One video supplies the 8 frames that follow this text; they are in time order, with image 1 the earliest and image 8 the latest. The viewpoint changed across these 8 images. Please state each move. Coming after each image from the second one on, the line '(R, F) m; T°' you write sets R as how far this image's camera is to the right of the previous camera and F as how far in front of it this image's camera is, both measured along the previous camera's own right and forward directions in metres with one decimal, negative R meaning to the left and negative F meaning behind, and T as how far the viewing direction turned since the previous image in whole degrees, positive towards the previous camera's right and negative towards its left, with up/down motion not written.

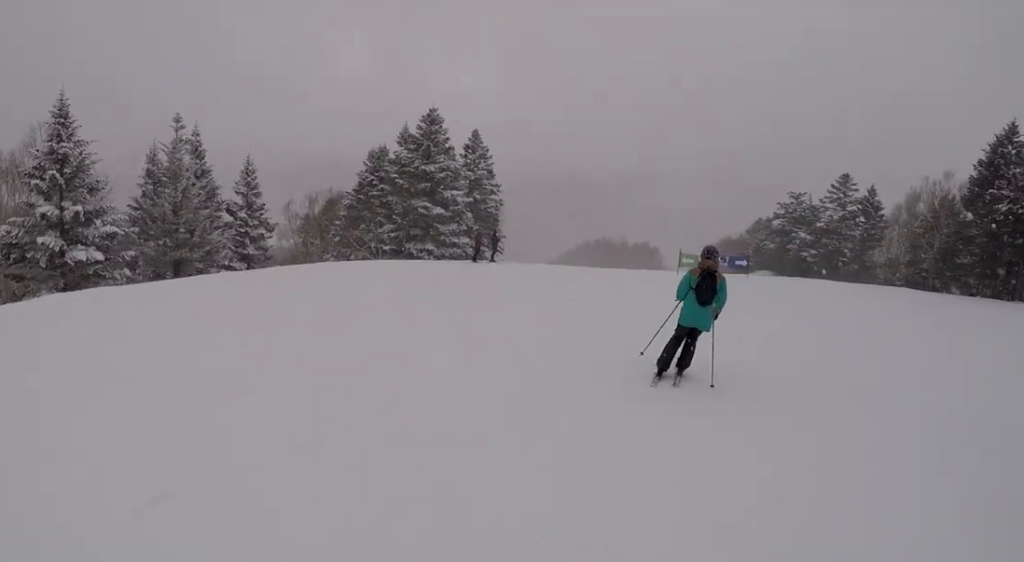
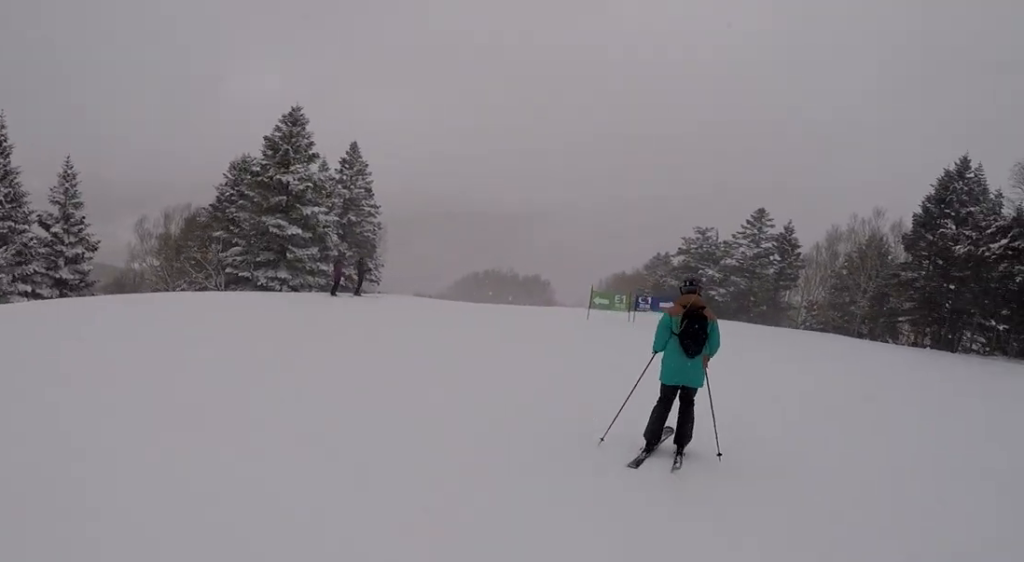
(-0.7, +7.1) m; +3°
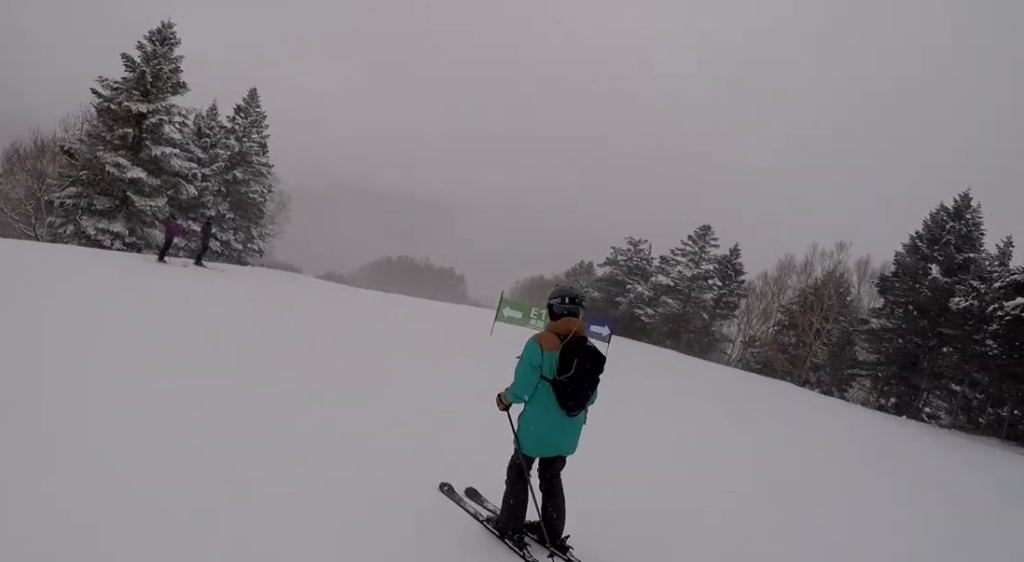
(+1.1, +6.4) m; +5°
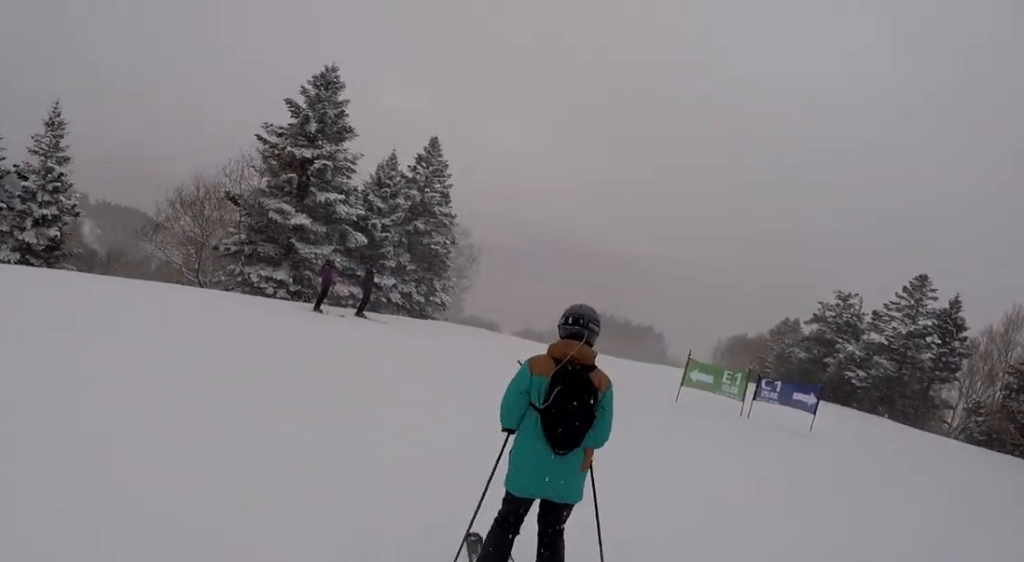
(-0.2, +2.2) m; -2°
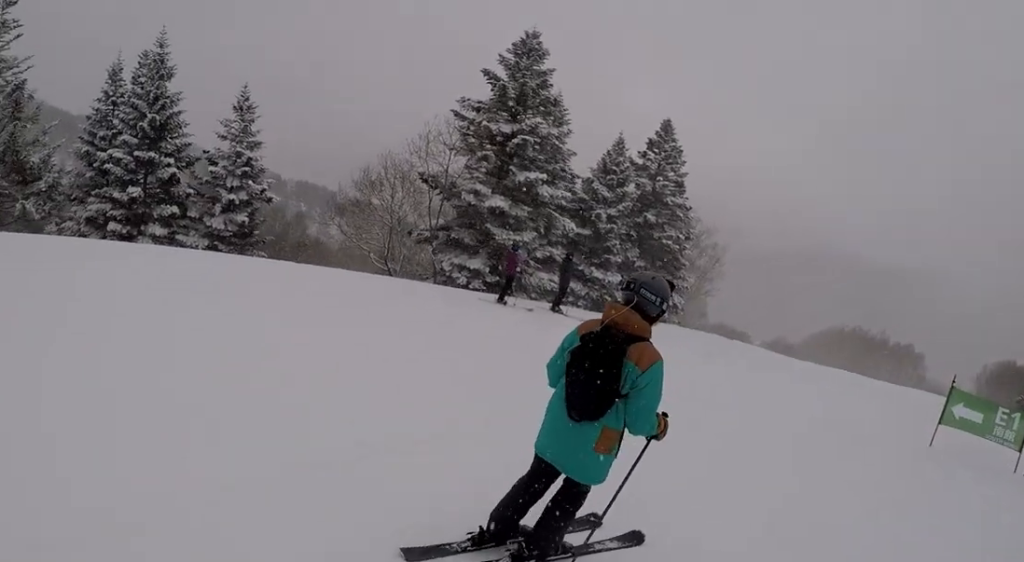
(-0.1, +3.4) m; -1°
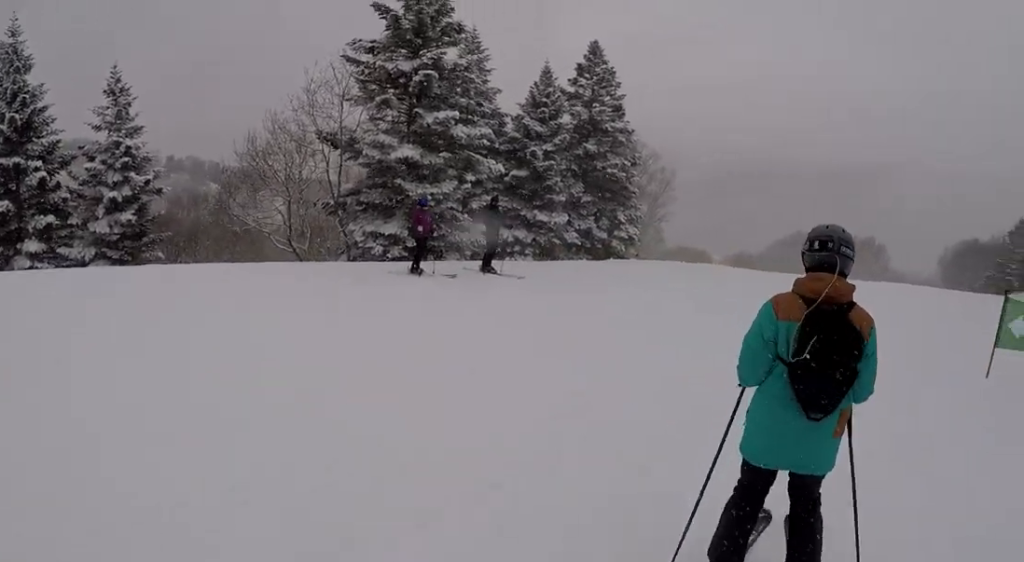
(-0.1, +3.9) m; +6°
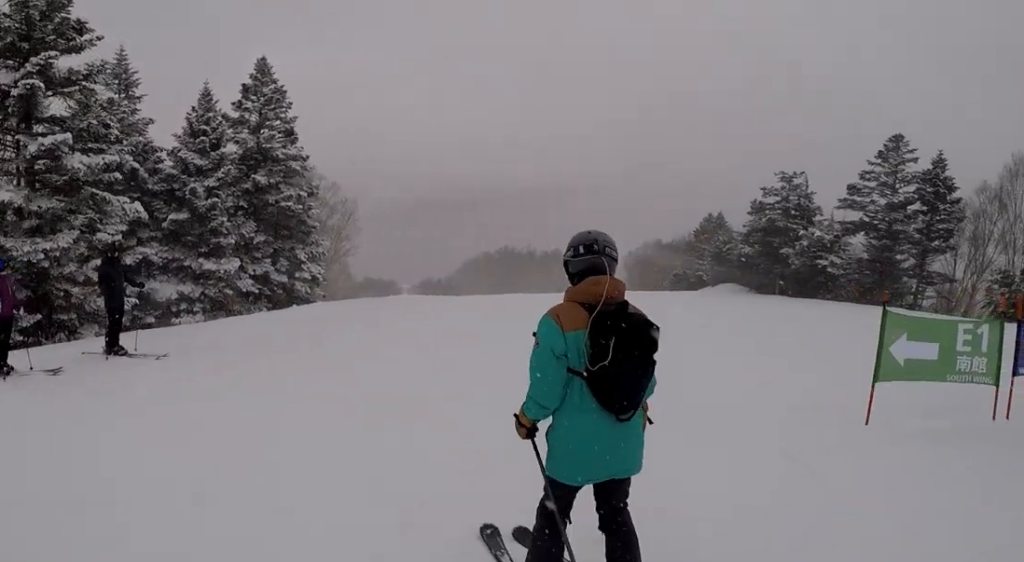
(+0.6, +4.2) m; +10°
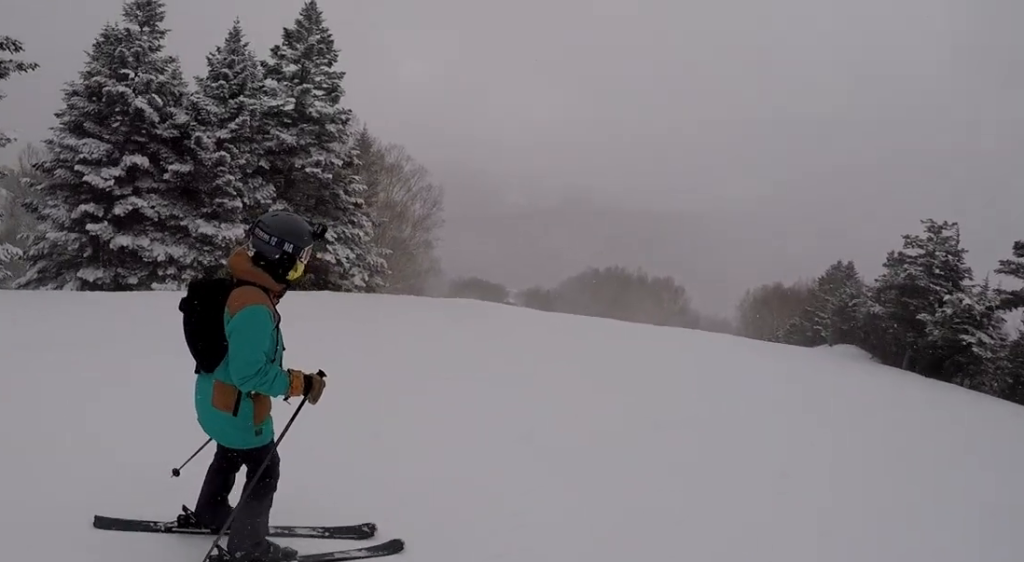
(+0.2, +6.7) m; +2°
